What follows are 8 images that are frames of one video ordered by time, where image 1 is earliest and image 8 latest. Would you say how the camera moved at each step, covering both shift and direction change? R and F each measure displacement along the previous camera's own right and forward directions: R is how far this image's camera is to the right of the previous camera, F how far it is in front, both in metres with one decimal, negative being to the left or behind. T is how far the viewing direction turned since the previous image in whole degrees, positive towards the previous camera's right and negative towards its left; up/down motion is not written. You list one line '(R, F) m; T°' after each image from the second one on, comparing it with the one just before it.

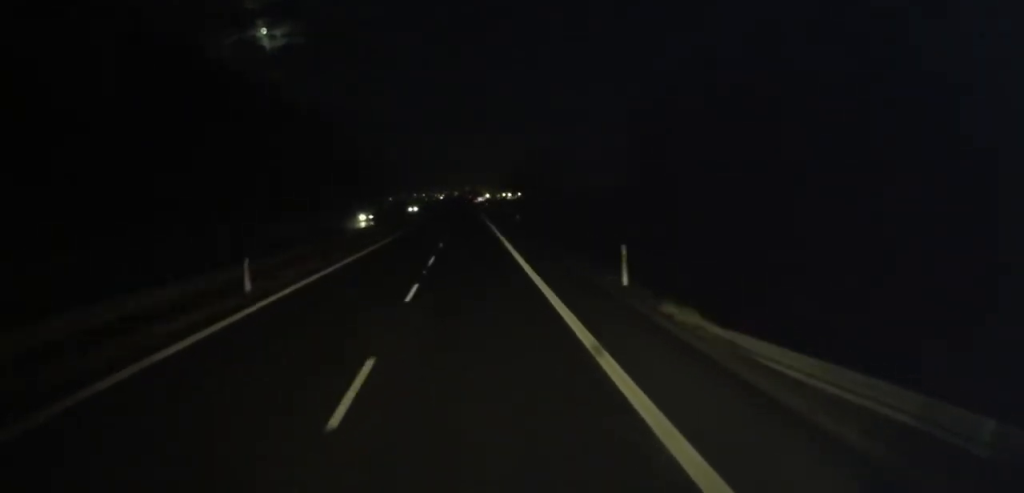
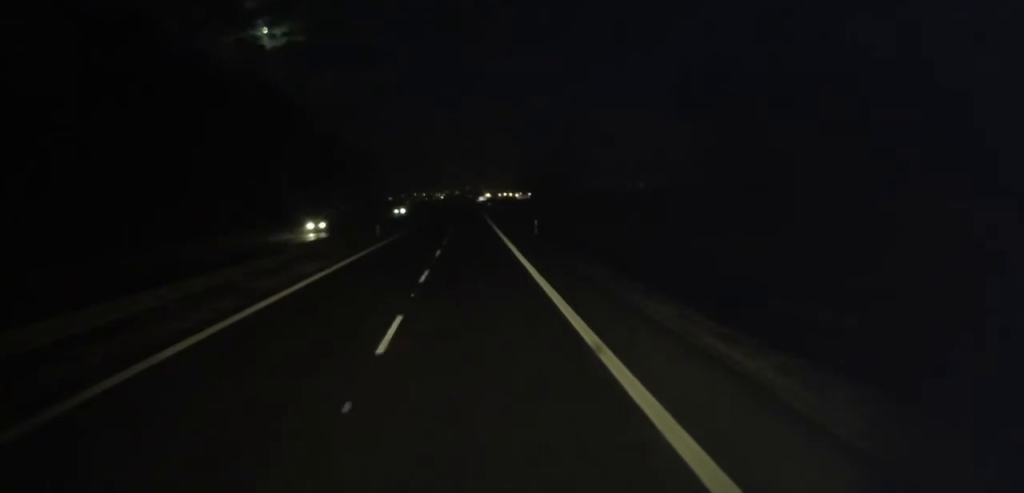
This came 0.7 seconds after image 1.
(0.0, +14.4) m; -1°
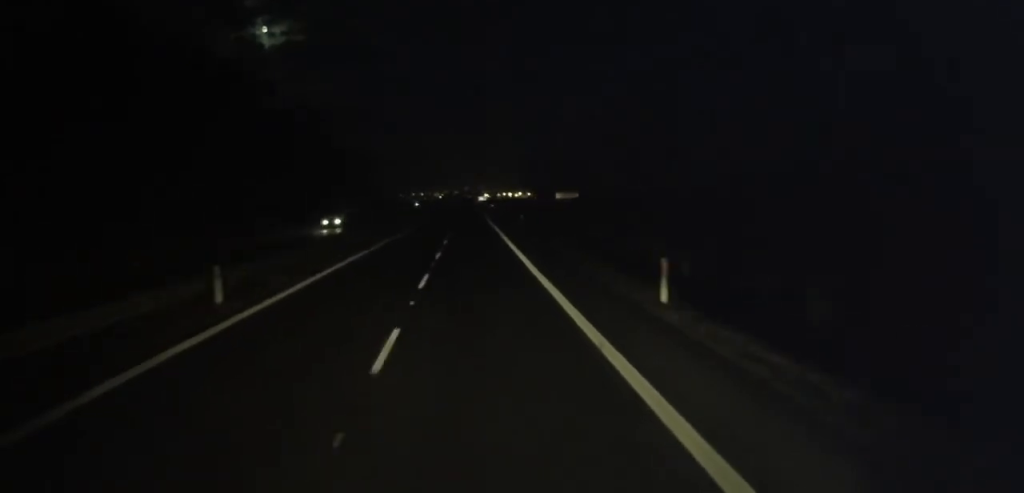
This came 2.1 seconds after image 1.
(-0.1, +28.0) m; 0°
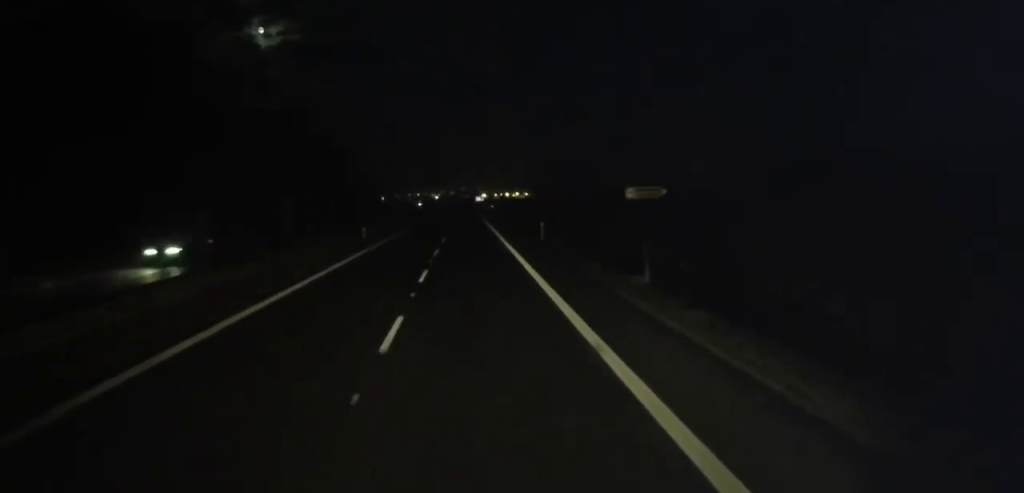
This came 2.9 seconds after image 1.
(+0.1, +16.4) m; -1°
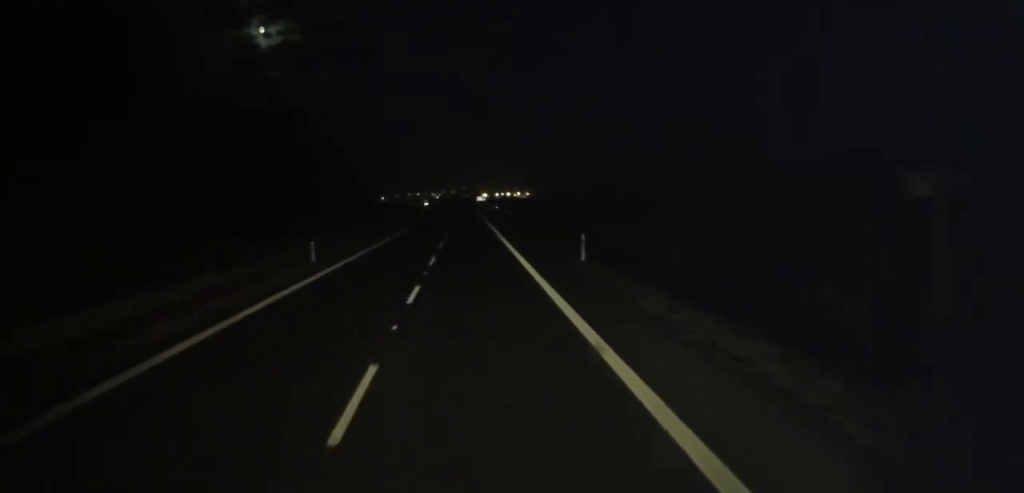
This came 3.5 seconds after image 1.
(-0.3, +13.0) m; -1°
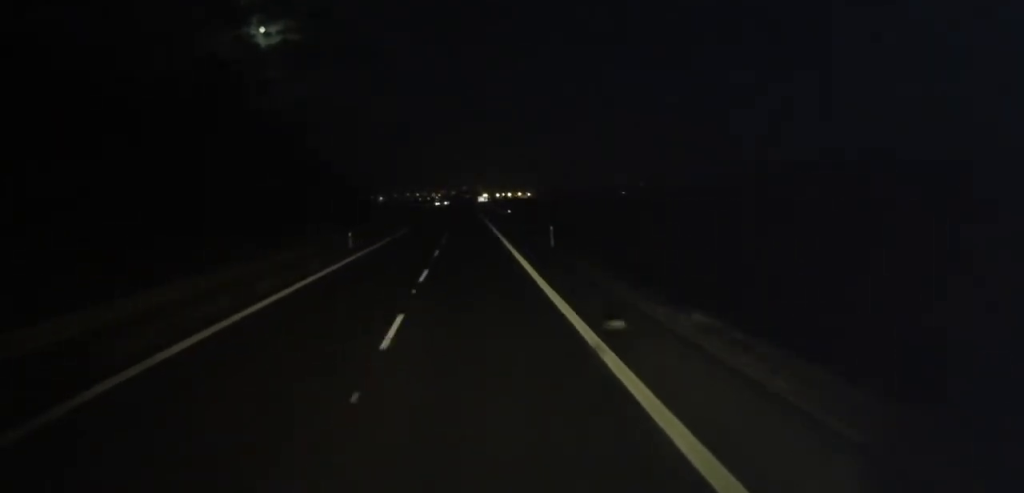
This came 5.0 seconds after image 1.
(+0.5, +31.4) m; +2°
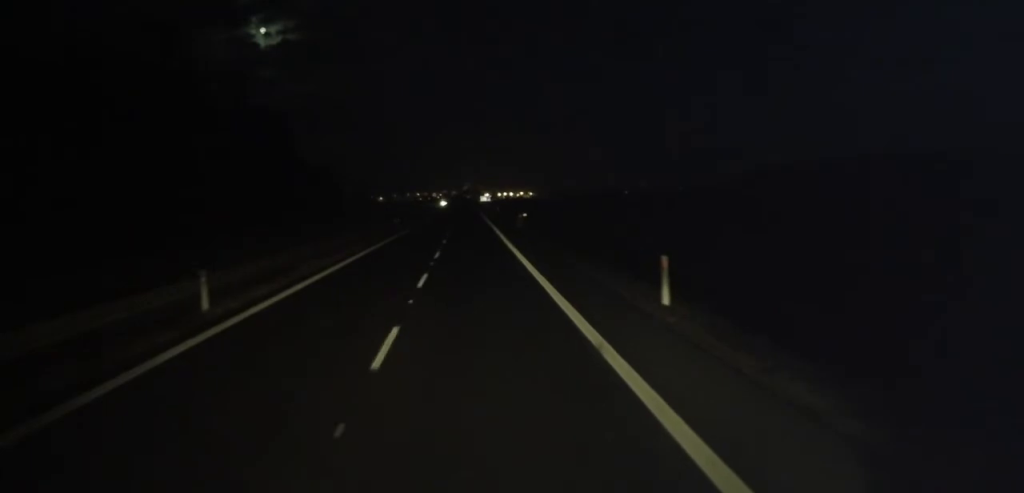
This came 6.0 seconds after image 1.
(+0.2, +19.1) m; 0°
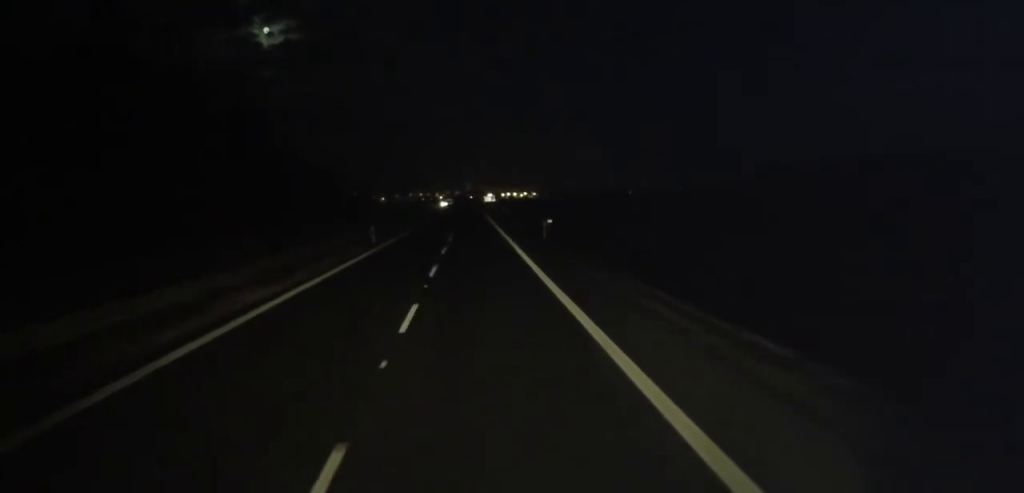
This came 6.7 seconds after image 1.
(-0.3, +15.0) m; 0°
